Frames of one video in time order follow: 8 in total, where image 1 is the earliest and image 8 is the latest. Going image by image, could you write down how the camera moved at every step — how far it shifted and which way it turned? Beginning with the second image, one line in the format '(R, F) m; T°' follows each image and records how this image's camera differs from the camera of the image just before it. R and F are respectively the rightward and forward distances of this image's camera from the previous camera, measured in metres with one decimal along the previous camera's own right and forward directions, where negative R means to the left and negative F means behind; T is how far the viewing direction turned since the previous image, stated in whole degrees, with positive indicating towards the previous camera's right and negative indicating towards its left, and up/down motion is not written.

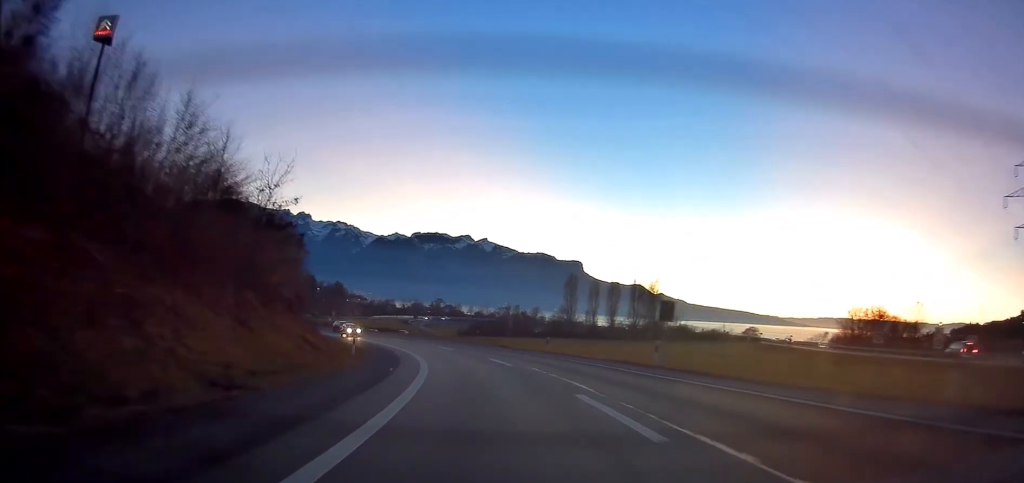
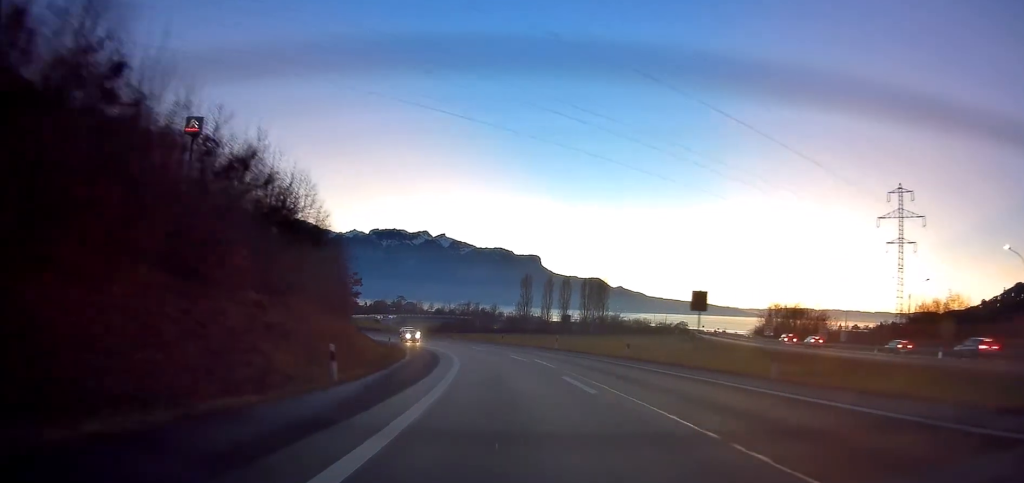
(+1.4, +23.2) m; +6°
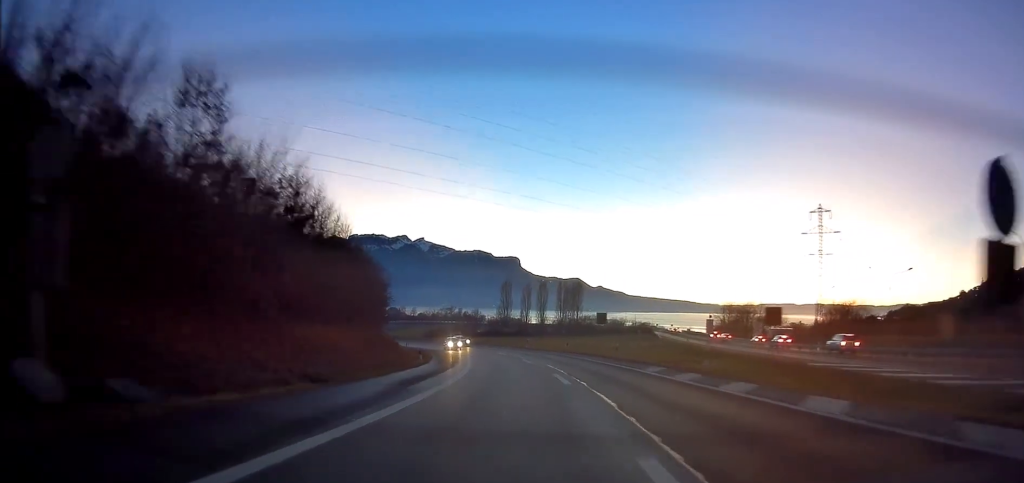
(+0.6, +21.6) m; +2°
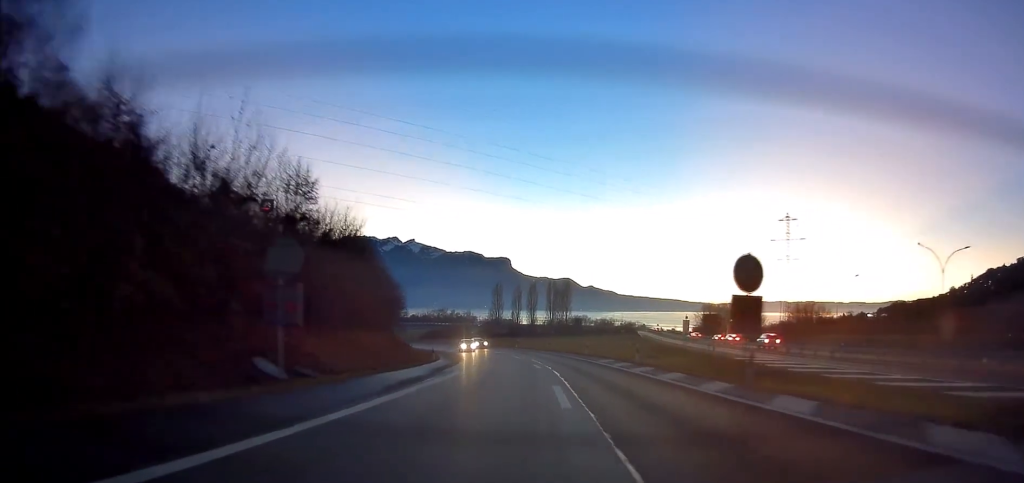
(+0.1, +11.1) m; +1°
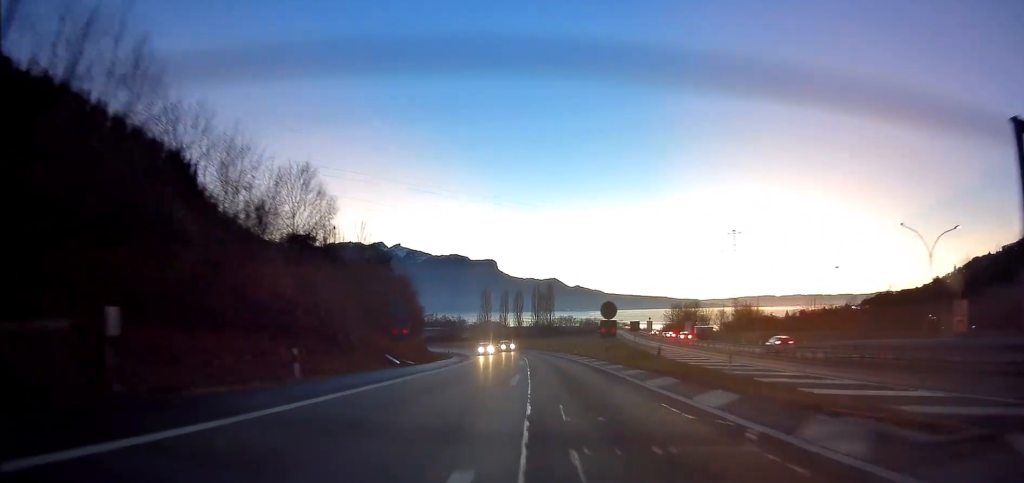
(+0.5, +23.7) m; +2°
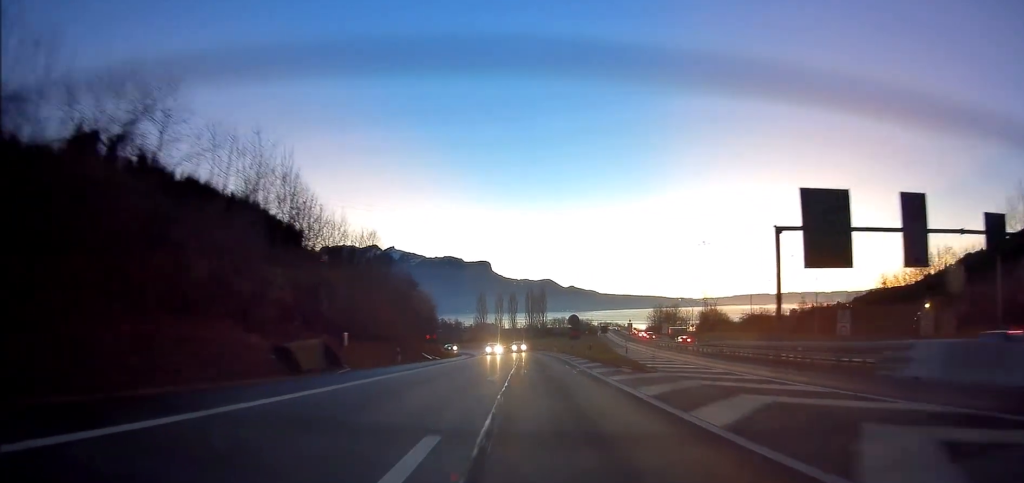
(0.0, +19.6) m; 0°
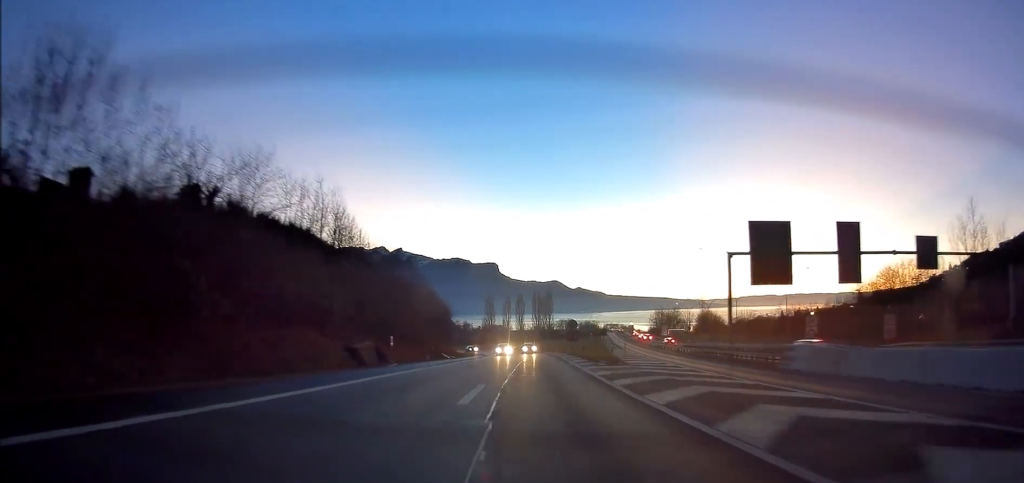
(0.0, +8.9) m; 0°
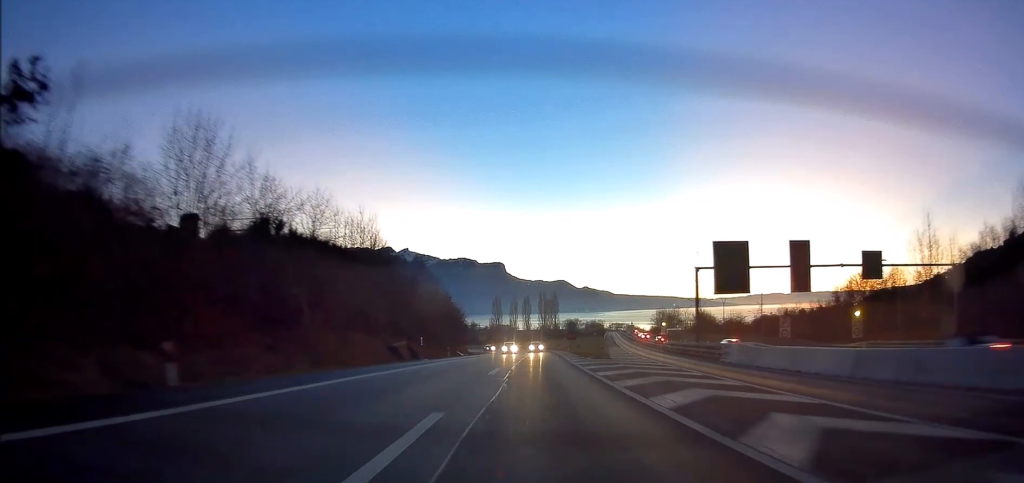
(-0.1, +9.8) m; 0°
